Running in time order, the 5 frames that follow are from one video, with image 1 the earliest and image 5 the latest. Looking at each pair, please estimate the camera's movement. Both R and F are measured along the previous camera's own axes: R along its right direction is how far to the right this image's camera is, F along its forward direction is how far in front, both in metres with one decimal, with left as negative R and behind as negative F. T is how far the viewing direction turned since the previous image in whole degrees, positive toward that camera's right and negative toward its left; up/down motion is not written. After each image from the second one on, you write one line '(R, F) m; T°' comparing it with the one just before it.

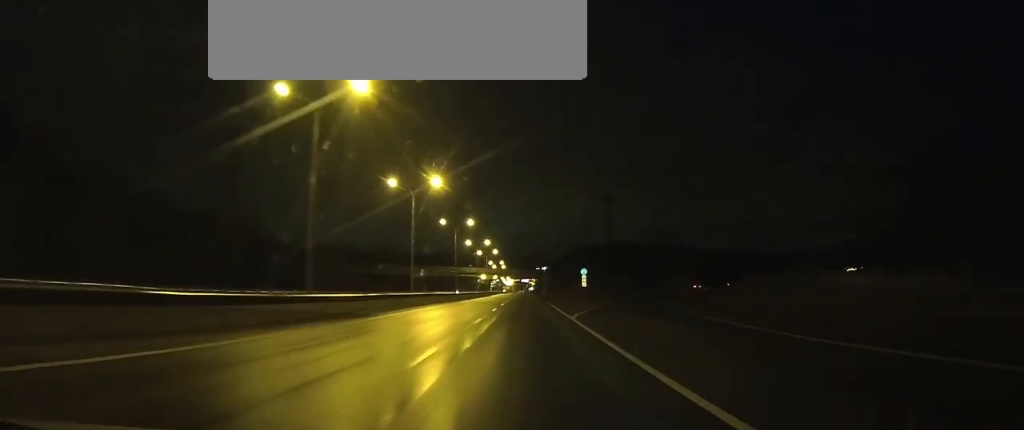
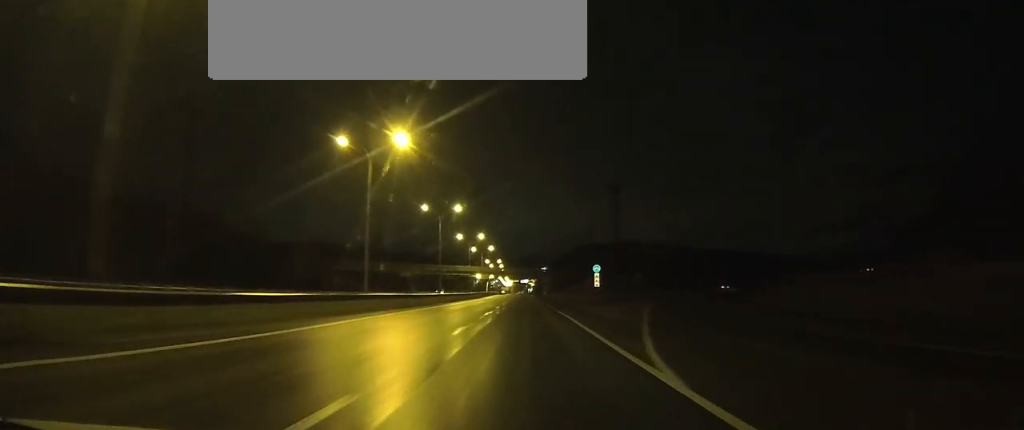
(0.0, +20.6) m; 0°
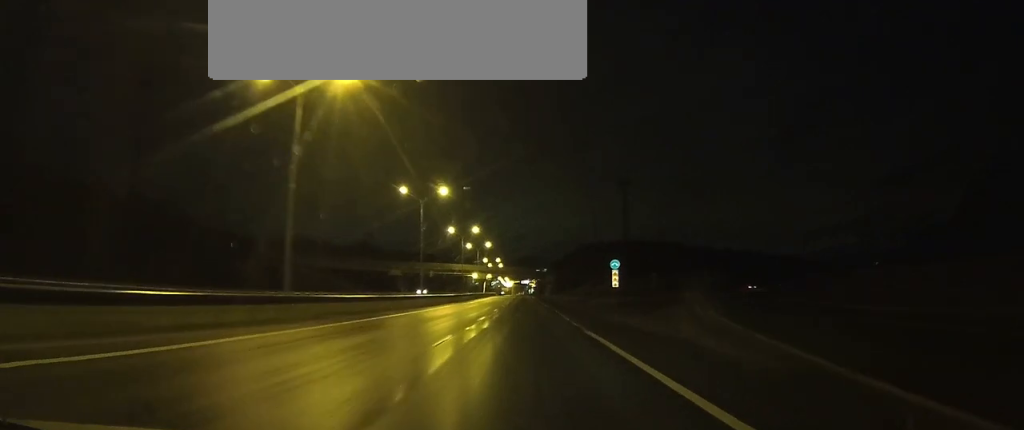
(0.0, +17.6) m; 0°
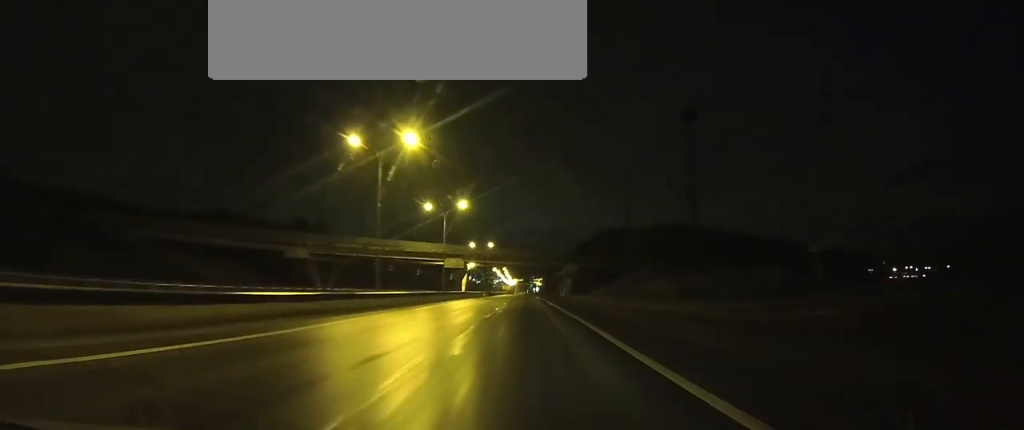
(-0.4, +74.2) m; -1°
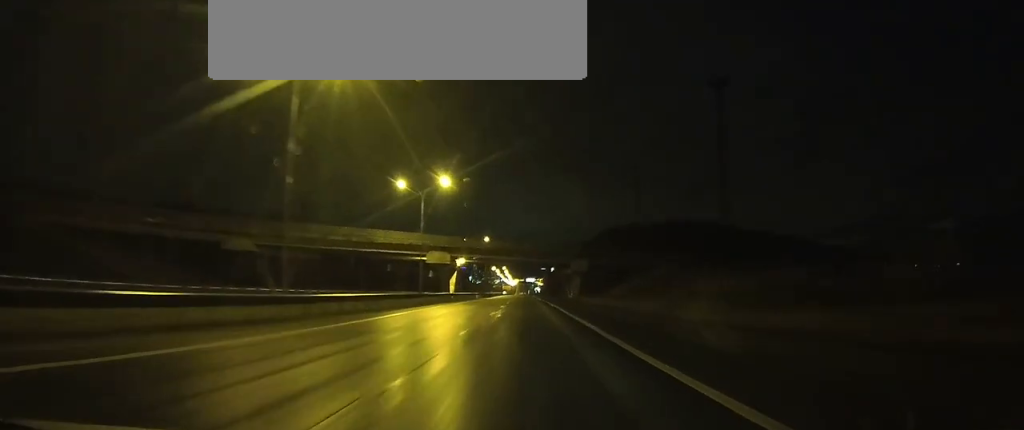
(-0.1, +19.0) m; 0°
